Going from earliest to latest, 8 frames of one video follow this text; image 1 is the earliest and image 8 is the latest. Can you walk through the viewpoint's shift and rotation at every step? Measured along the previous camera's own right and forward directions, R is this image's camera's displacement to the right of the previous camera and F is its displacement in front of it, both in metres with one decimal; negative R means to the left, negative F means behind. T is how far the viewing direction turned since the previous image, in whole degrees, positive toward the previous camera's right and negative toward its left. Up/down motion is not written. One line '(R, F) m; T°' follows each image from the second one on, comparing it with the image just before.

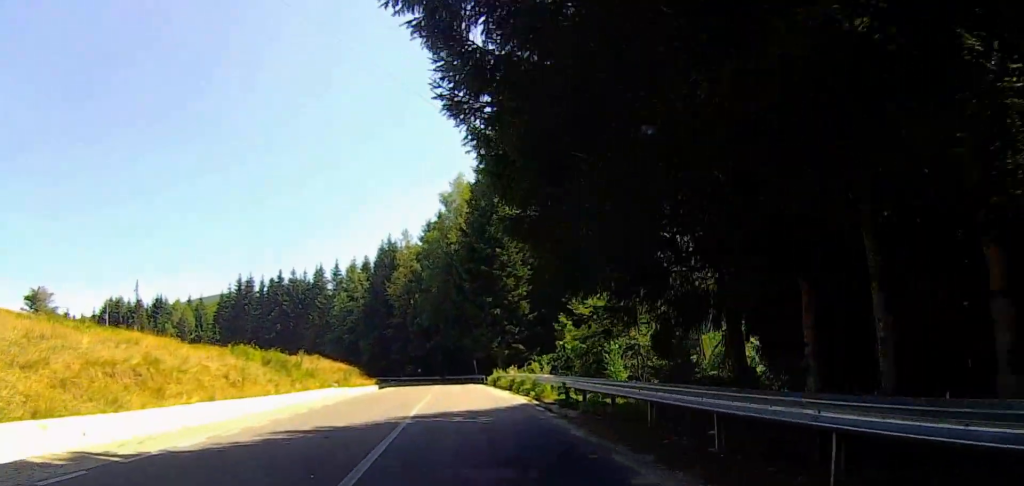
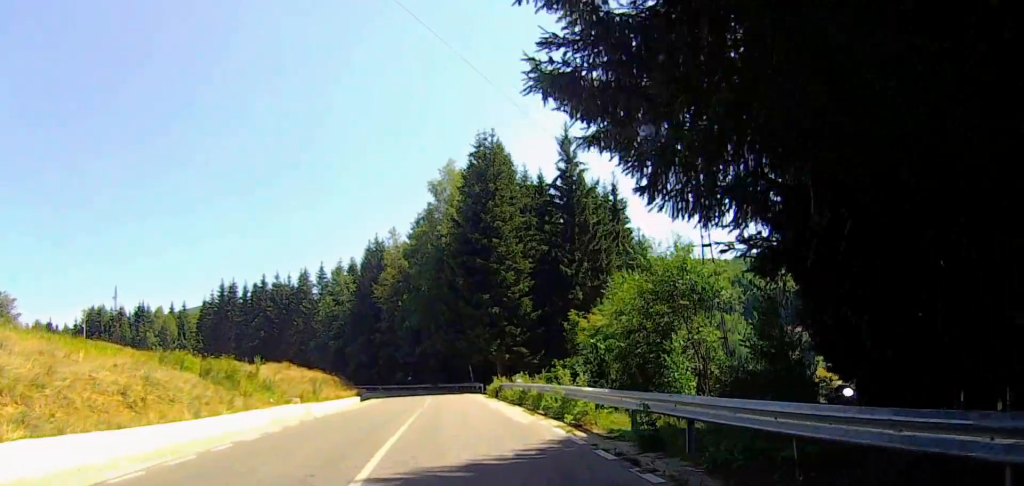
(+0.2, +8.7) m; +2°
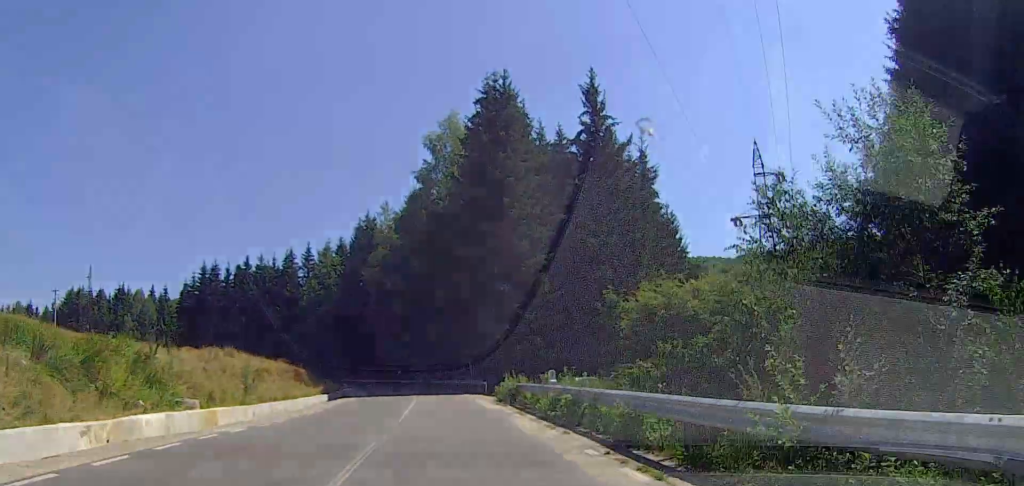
(0.0, +12.4) m; +1°
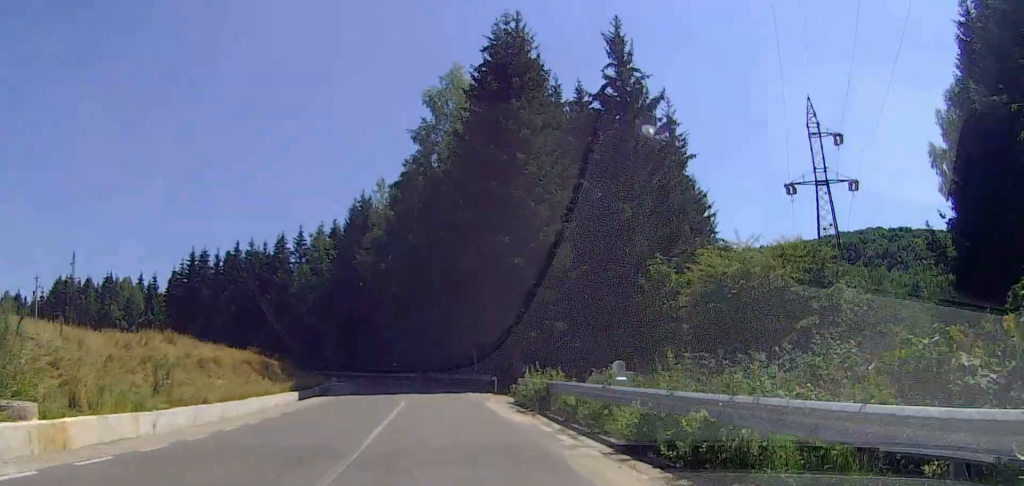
(+0.2, +8.3) m; 0°
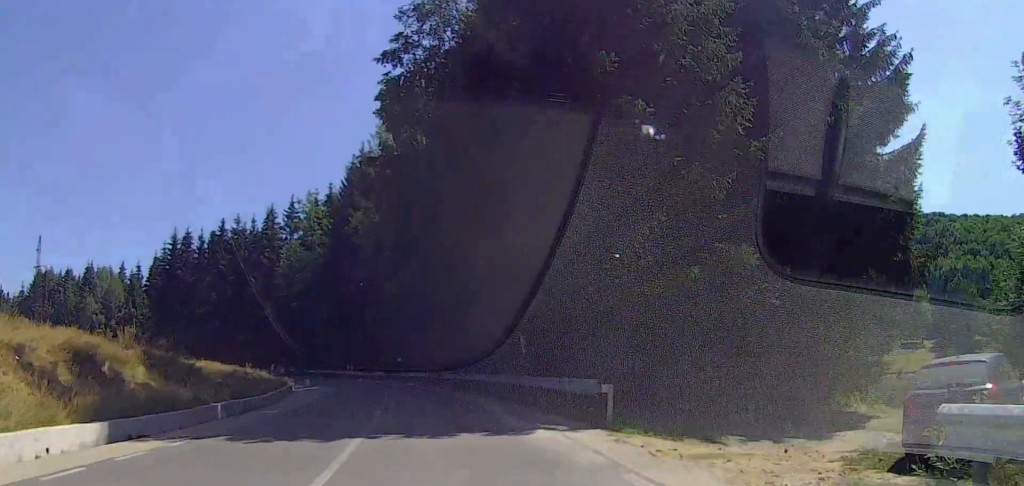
(-0.2, +21.3) m; -6°
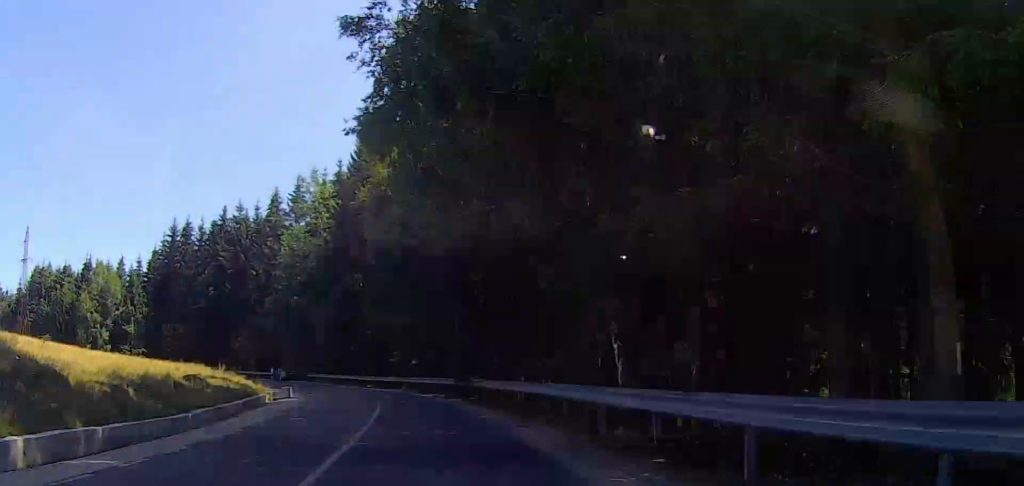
(-0.9, +12.2) m; -2°
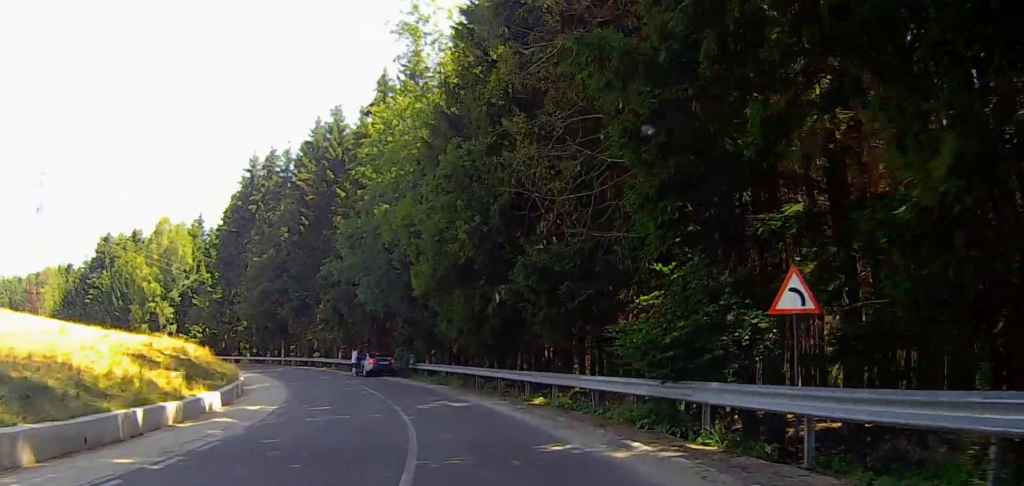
(-1.1, +39.2) m; -11°
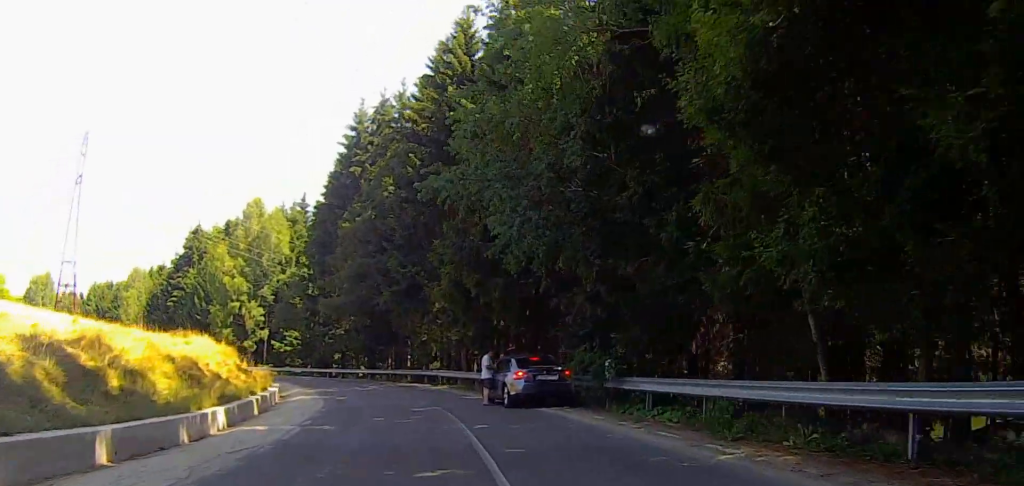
(-2.4, +21.1) m; -14°
